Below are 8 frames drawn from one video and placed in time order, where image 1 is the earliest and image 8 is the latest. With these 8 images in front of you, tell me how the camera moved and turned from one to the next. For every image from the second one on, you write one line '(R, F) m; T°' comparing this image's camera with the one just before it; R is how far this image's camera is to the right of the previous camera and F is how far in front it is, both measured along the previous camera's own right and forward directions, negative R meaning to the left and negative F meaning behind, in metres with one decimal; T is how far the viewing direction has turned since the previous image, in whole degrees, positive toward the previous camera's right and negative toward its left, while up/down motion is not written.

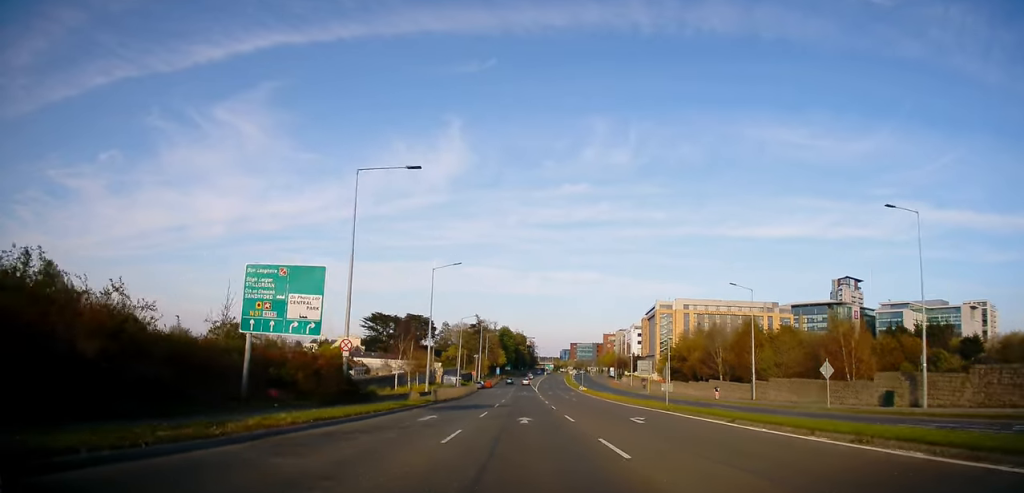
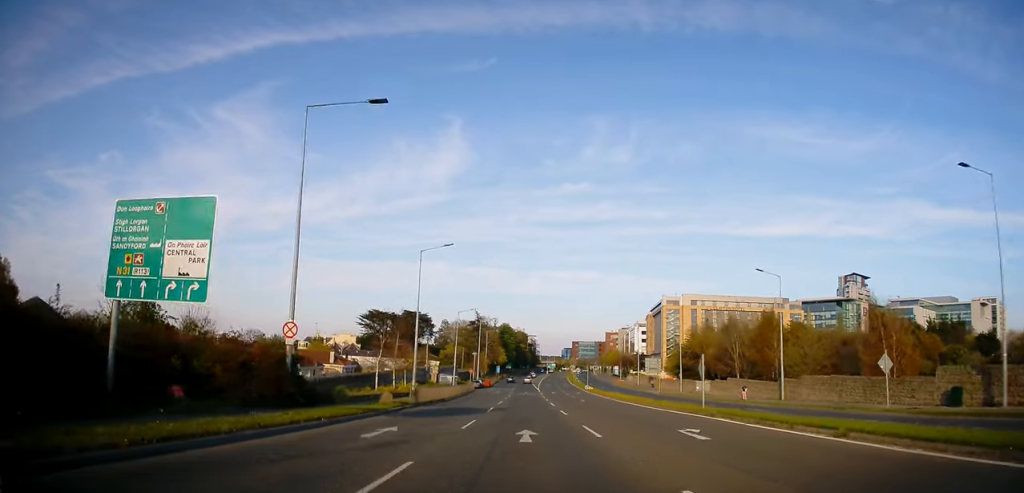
(+0.2, +7.6) m; 0°
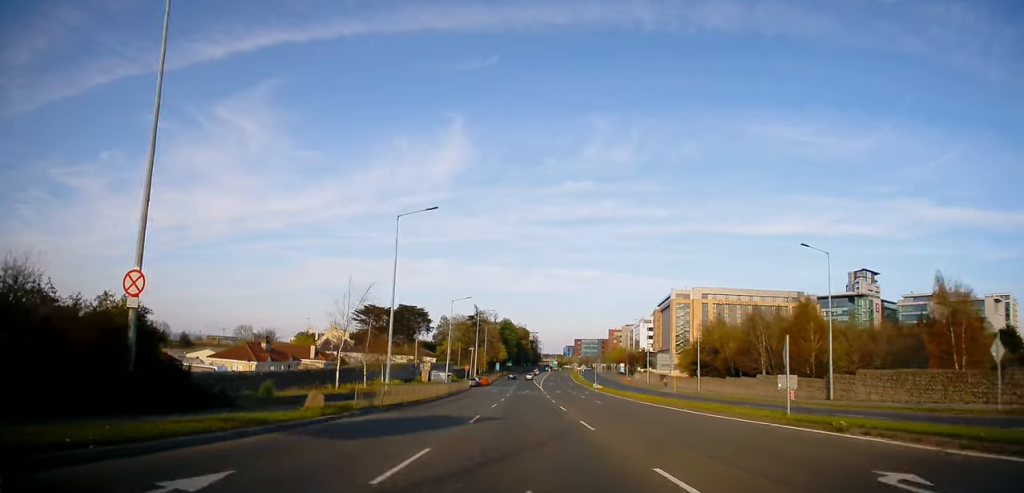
(-0.2, +10.1) m; 0°
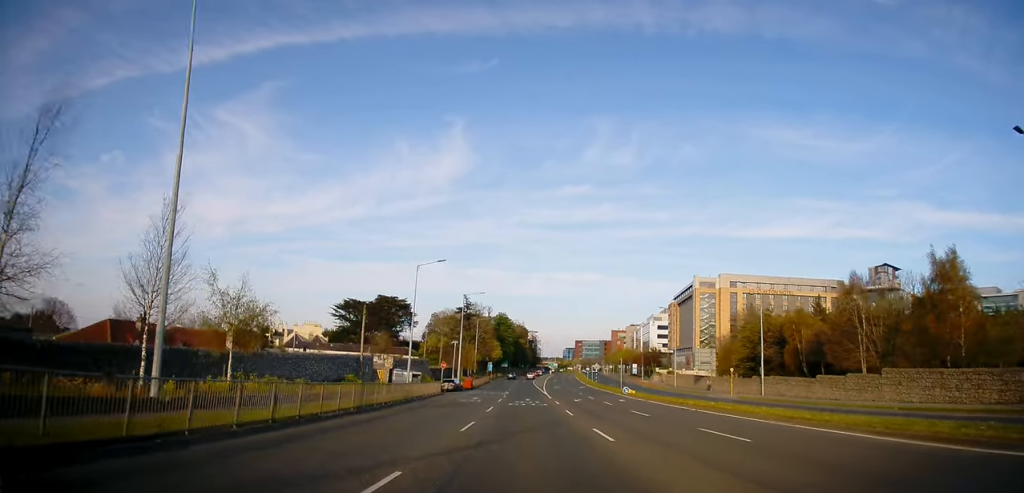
(+0.4, +26.7) m; -2°
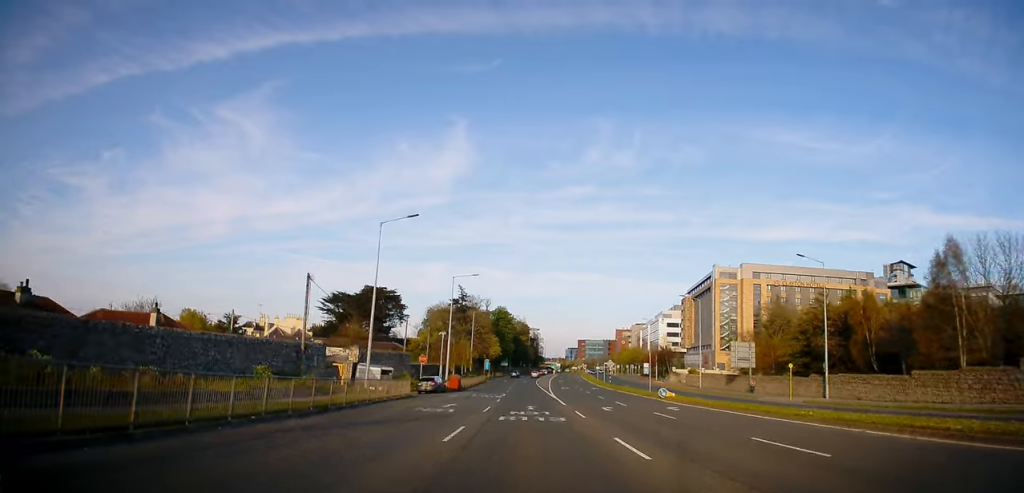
(-0.8, +15.1) m; -3°
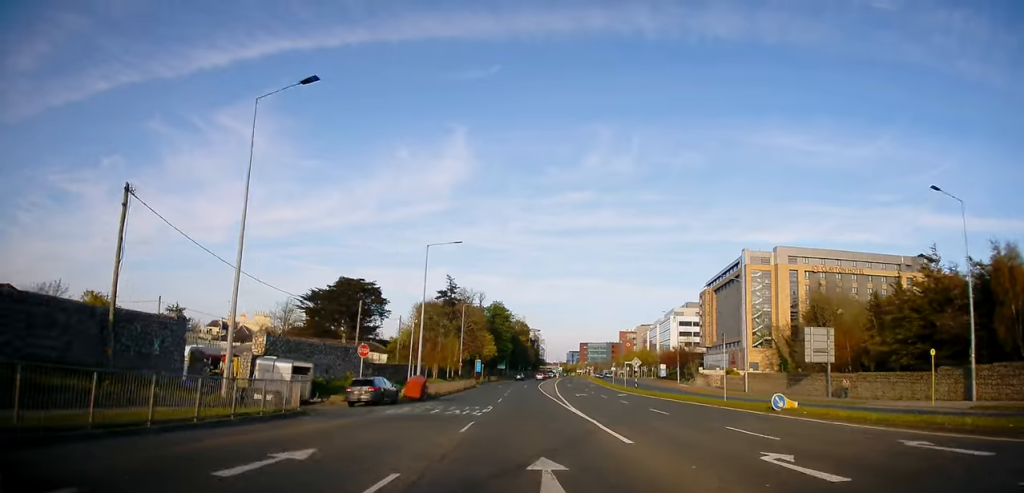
(-0.2, +20.5) m; -1°
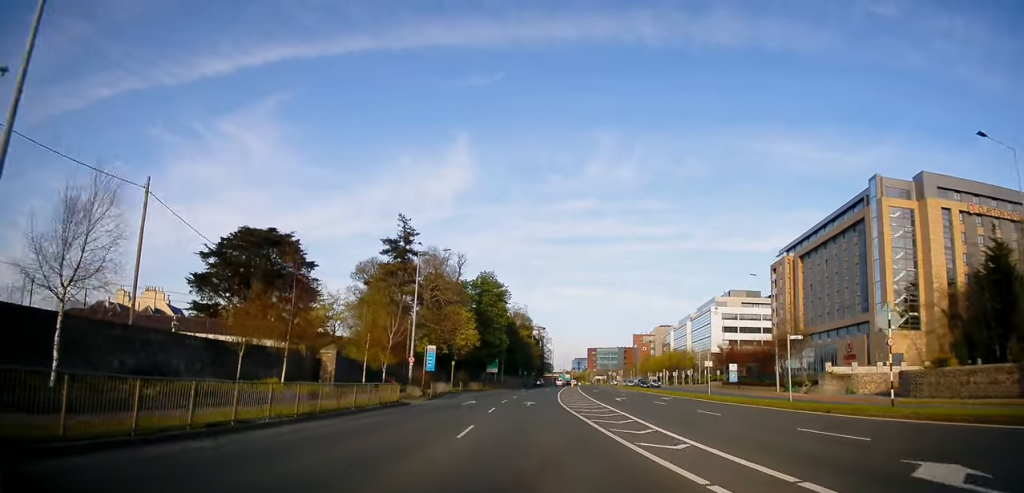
(-1.0, +48.3) m; -1°
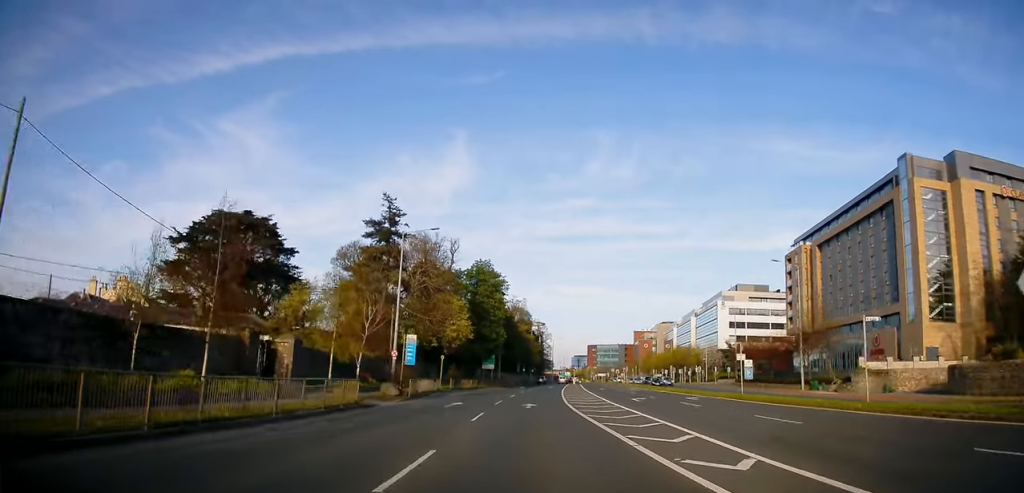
(+0.1, +7.5) m; +1°
